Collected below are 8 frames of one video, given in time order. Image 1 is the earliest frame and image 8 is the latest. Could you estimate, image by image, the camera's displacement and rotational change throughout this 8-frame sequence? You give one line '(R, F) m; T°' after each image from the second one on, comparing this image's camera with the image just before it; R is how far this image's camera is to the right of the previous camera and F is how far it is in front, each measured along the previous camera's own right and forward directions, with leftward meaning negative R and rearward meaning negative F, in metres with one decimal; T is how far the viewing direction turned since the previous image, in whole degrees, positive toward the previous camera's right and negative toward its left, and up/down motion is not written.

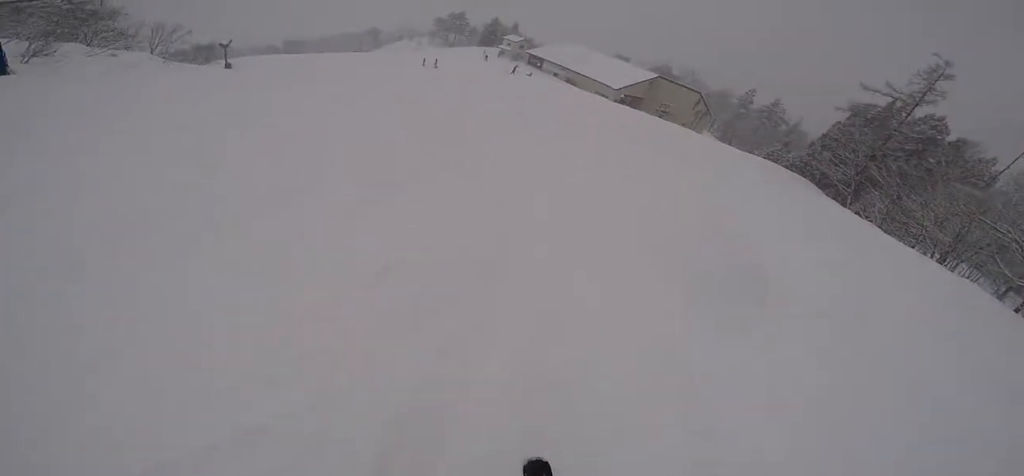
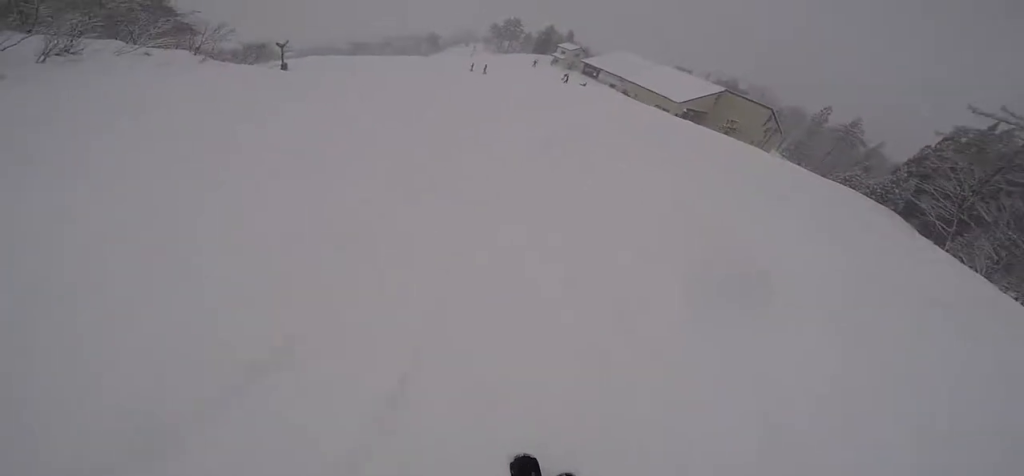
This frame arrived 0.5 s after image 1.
(-0.2, +2.9) m; -3°
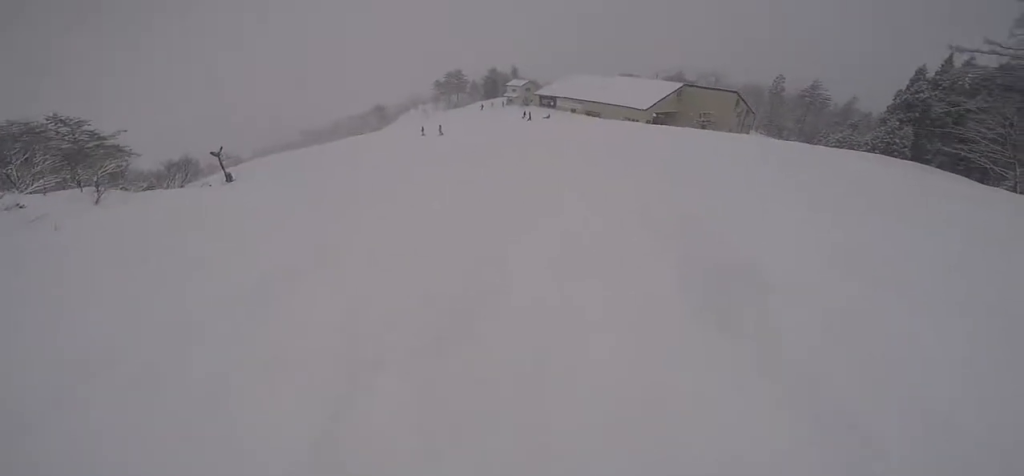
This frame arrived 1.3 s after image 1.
(-0.1, +5.6) m; +13°
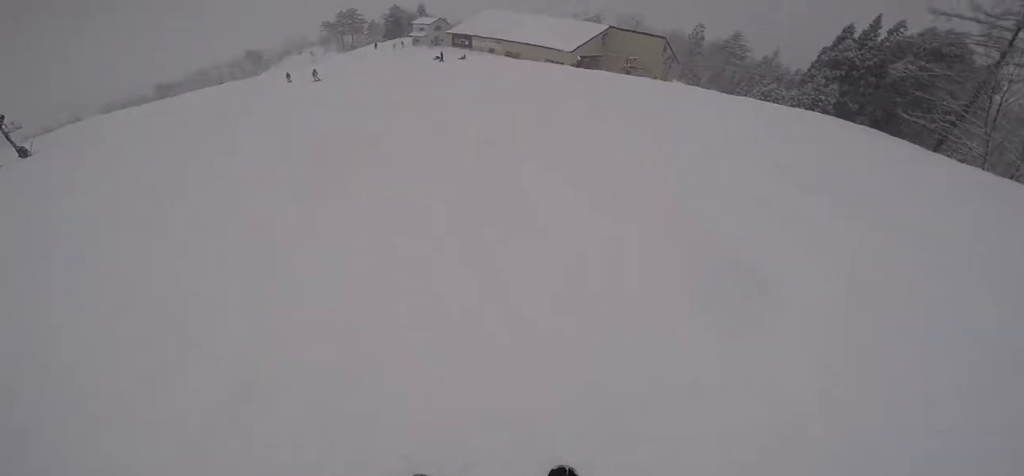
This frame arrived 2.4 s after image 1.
(+1.7, +7.1) m; -5°
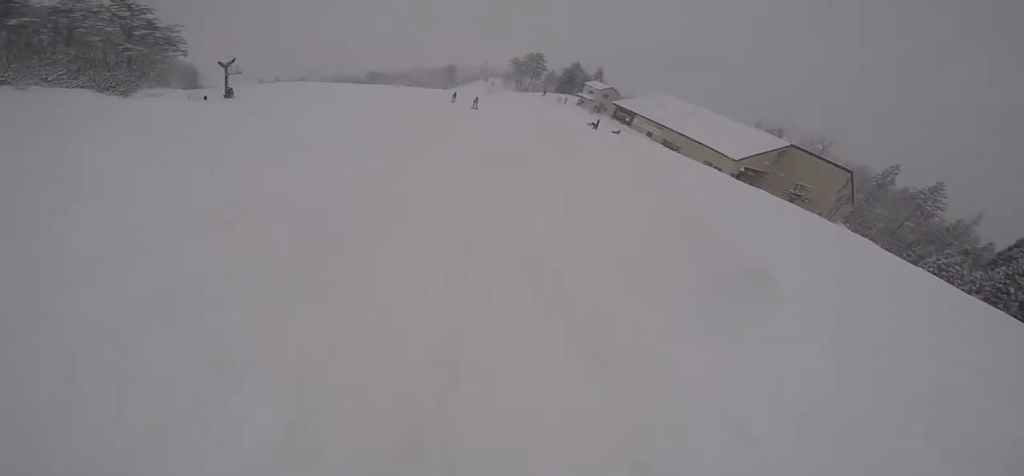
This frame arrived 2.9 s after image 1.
(-1.2, +3.3) m; -15°
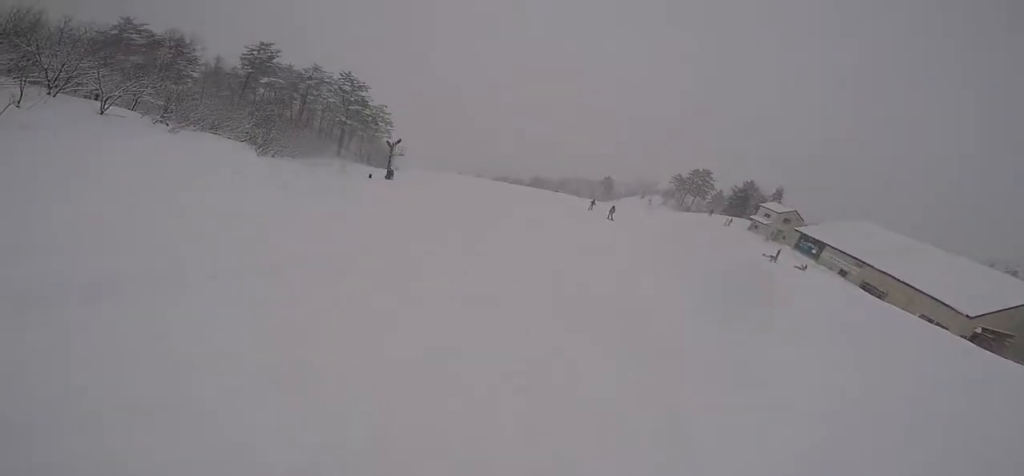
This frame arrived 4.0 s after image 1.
(-2.1, +7.2) m; -20°
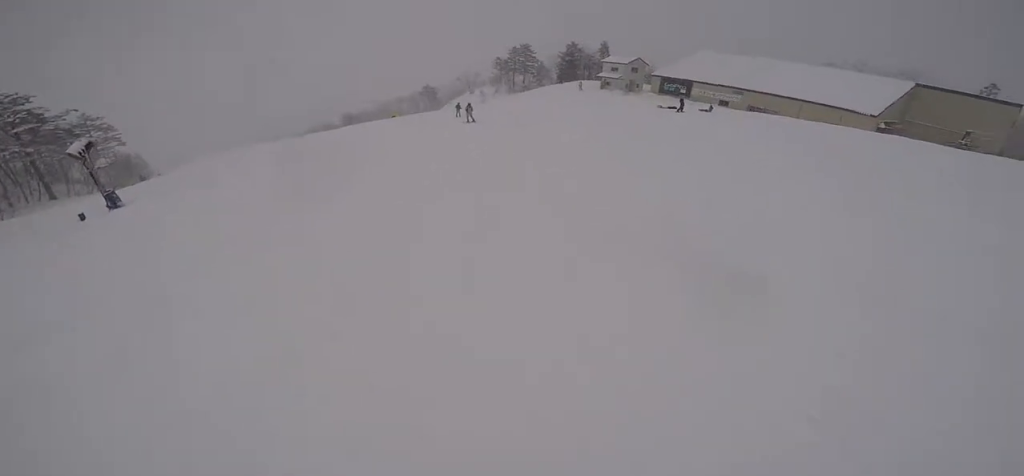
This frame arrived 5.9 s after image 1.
(+1.5, +12.5) m; +23°
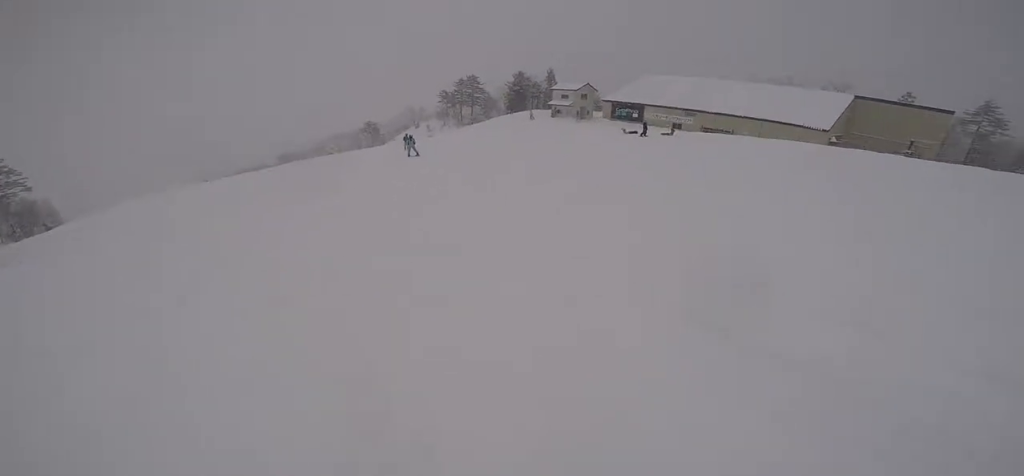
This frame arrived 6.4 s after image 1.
(+0.7, +3.8) m; +7°
